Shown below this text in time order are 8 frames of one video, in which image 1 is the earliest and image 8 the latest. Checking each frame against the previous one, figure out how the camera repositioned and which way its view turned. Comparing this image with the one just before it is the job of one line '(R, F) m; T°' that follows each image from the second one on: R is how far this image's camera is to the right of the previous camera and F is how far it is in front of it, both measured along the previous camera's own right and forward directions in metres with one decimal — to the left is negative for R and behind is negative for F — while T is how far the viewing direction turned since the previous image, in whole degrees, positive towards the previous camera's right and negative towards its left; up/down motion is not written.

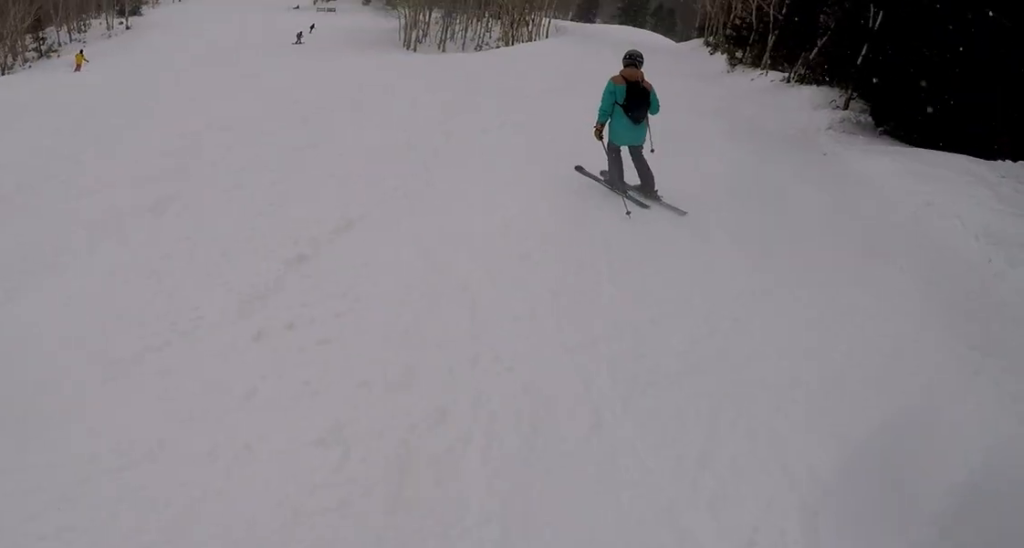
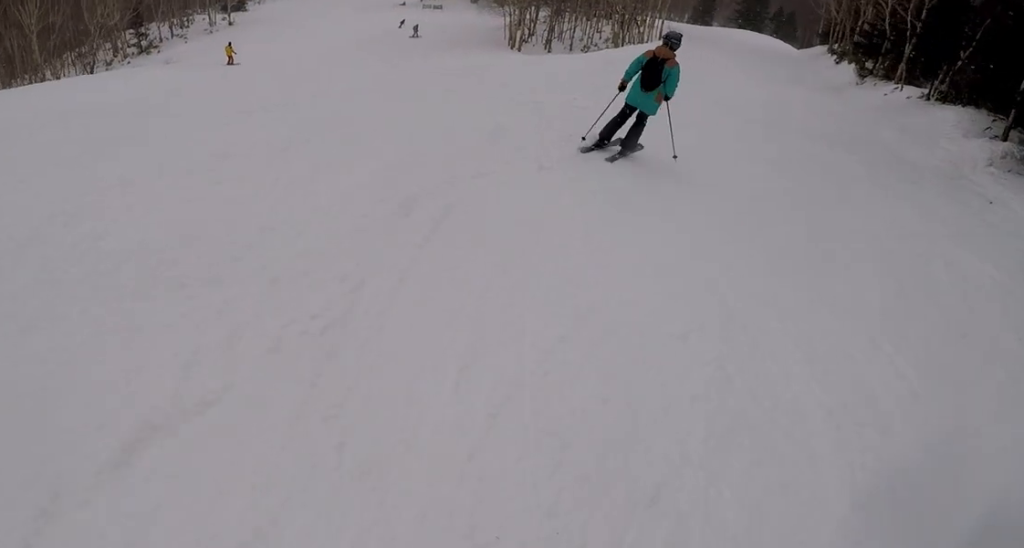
(-0.9, +2.8) m; -4°
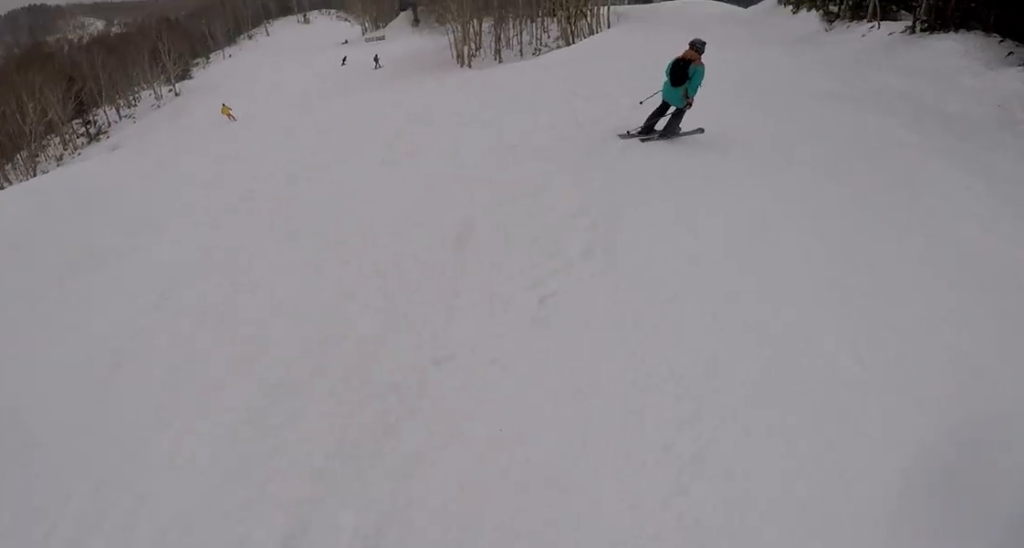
(+0.1, +2.9) m; +9°
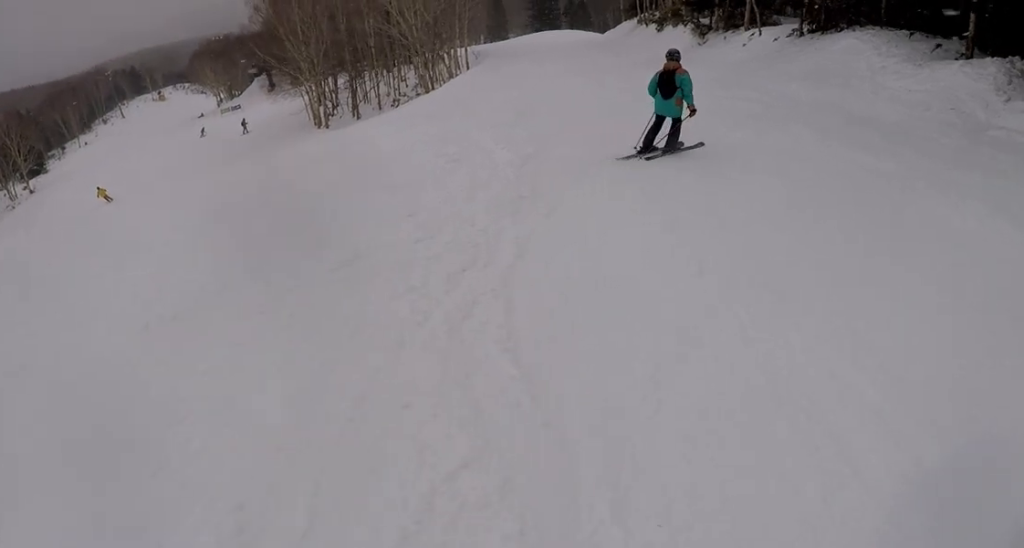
(0.0, +2.8) m; +14°
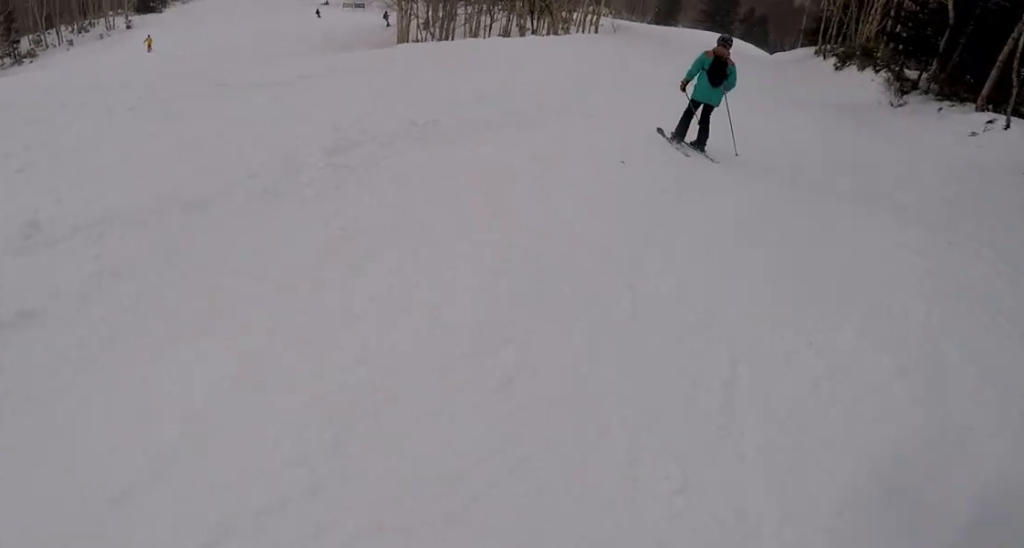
(-0.1, +10.5) m; -16°
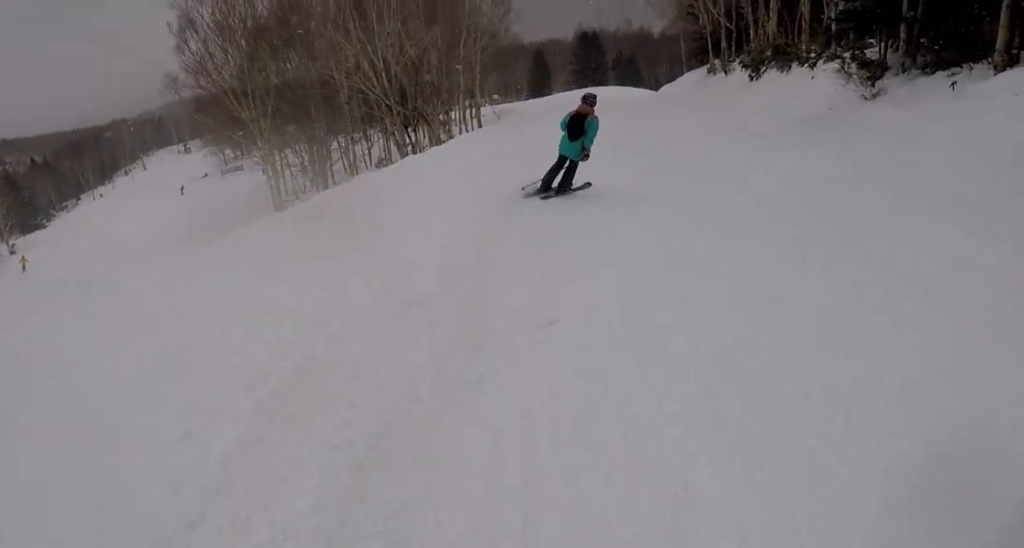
(-0.3, +5.5) m; +3°
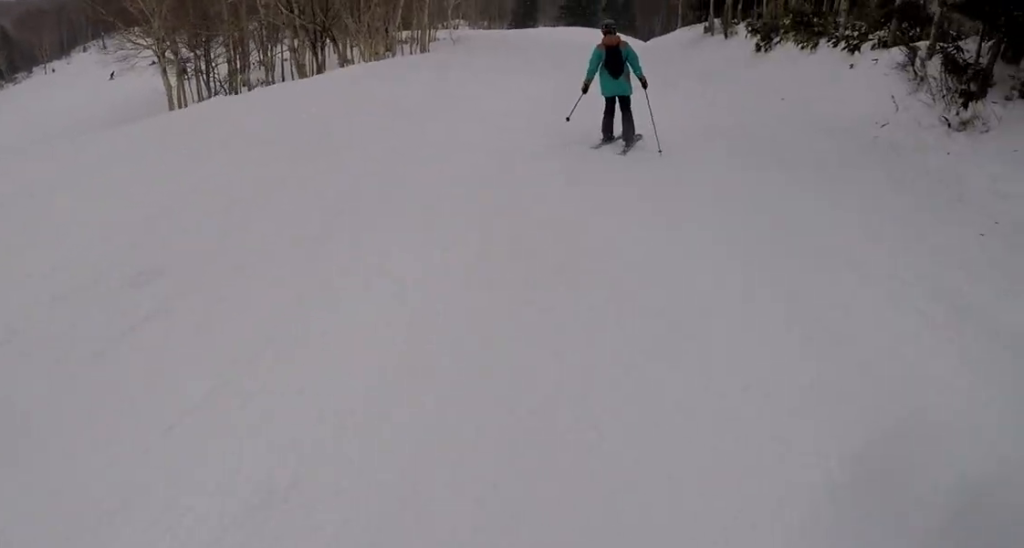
(+0.7, +6.8) m; +3°
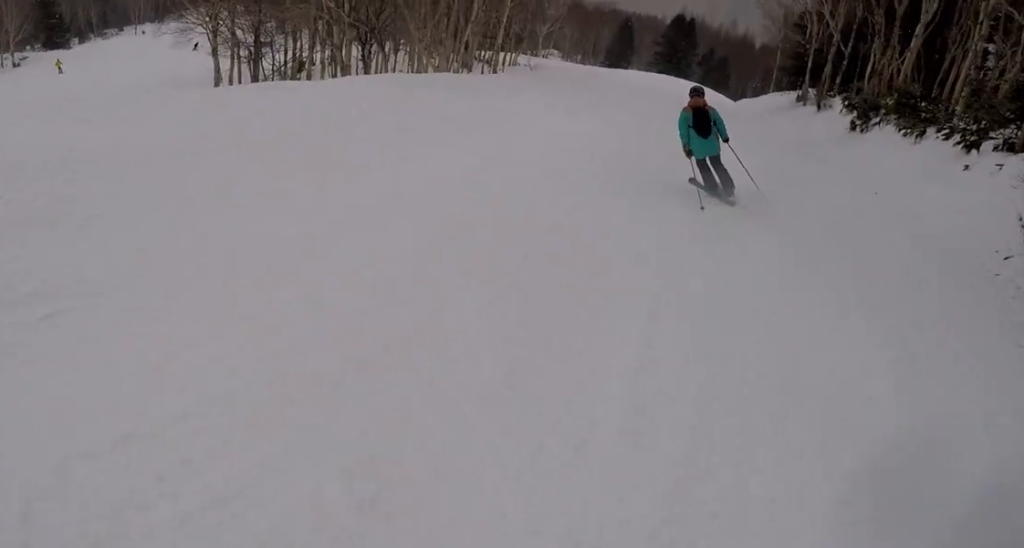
(+0.1, +2.9) m; 0°
